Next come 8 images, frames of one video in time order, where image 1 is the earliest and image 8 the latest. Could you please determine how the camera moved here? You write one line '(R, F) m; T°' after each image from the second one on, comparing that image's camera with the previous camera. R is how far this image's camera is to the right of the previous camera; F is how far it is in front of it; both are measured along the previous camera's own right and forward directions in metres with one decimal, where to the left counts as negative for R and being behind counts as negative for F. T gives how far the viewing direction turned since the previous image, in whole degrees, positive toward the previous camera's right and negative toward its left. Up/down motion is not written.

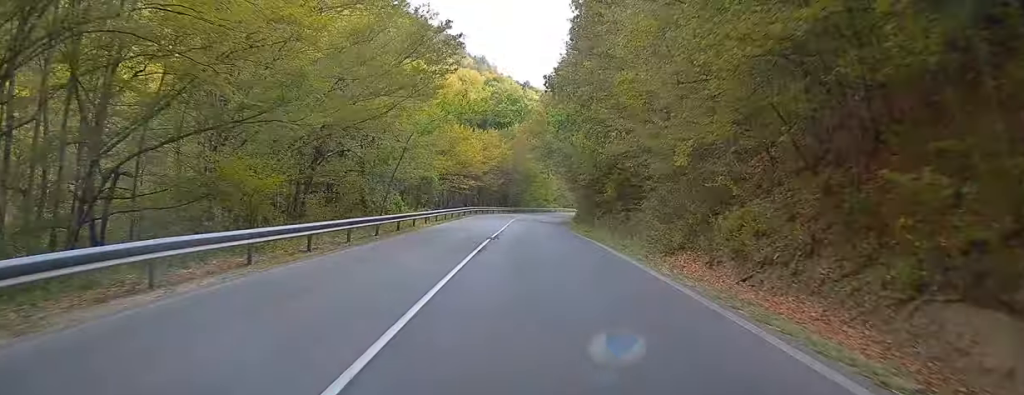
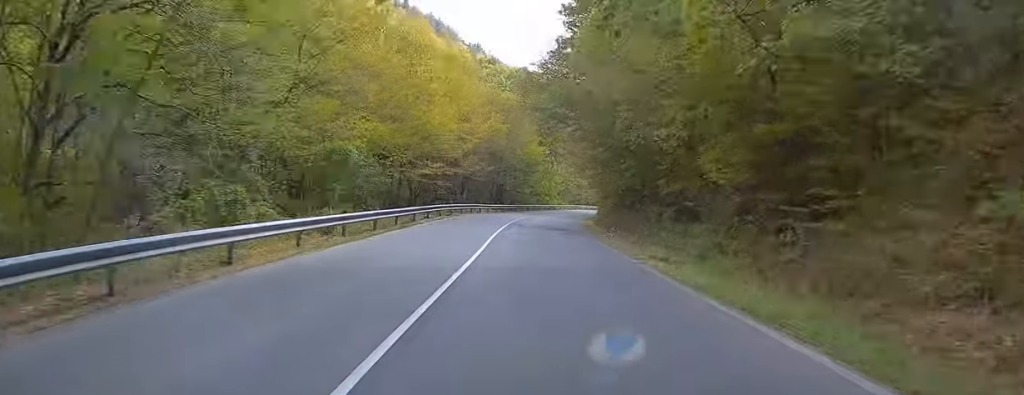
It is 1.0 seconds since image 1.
(+0.2, +21.3) m; +1°
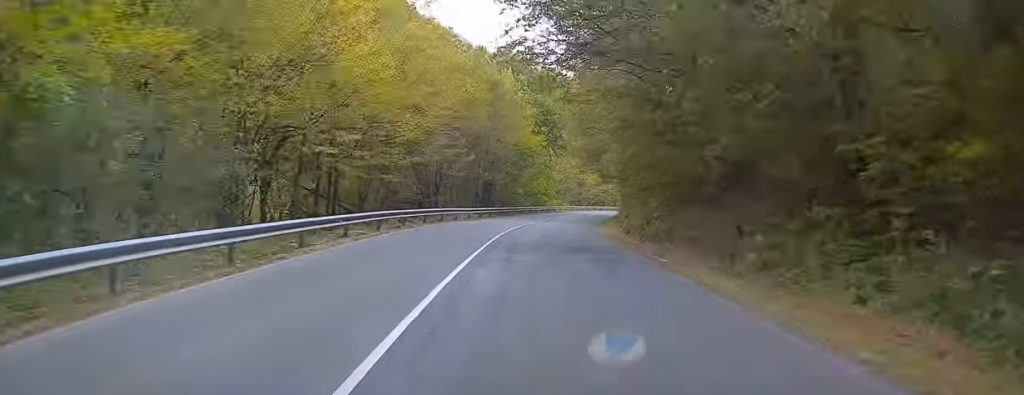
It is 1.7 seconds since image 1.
(+0.2, +15.8) m; 0°
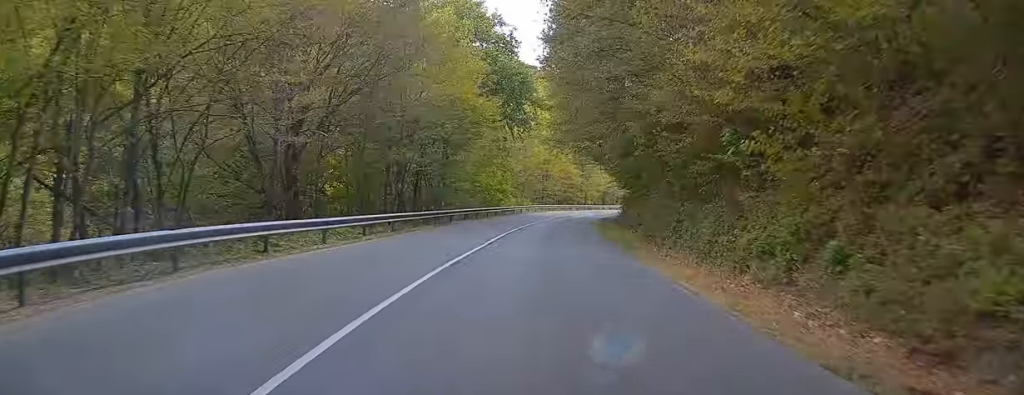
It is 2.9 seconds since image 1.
(-0.3, +24.6) m; +1°
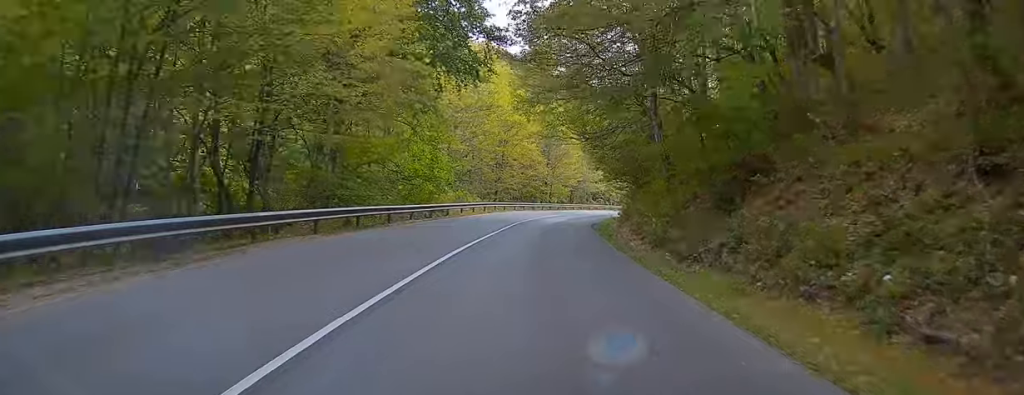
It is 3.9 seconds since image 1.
(+0.8, +23.4) m; +4°
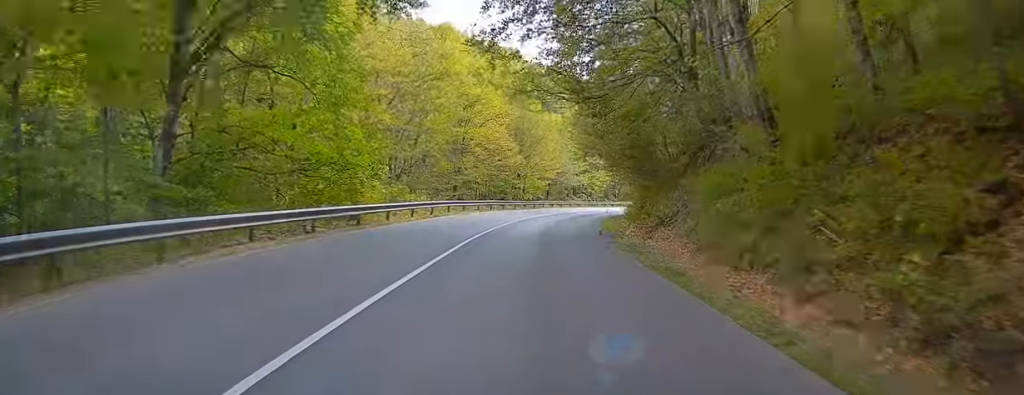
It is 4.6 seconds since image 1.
(+0.2, +15.5) m; +3°
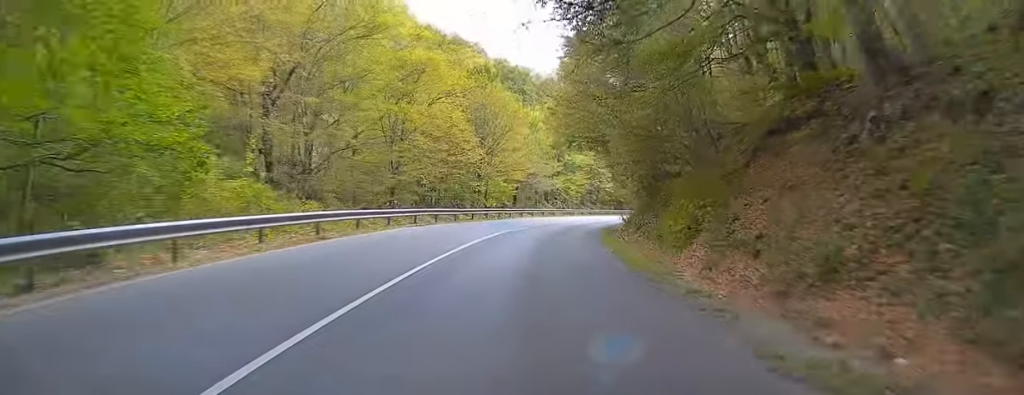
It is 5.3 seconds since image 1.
(+0.6, +14.6) m; +3°
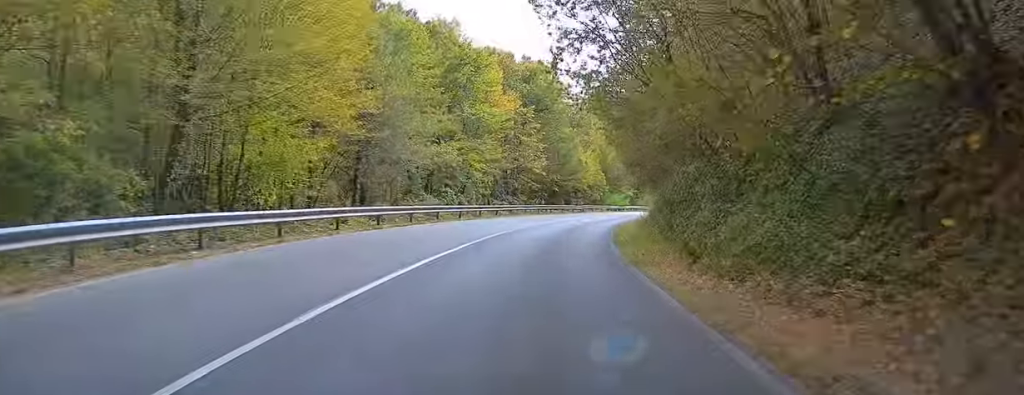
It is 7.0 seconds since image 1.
(+2.7, +37.6) m; +10°
